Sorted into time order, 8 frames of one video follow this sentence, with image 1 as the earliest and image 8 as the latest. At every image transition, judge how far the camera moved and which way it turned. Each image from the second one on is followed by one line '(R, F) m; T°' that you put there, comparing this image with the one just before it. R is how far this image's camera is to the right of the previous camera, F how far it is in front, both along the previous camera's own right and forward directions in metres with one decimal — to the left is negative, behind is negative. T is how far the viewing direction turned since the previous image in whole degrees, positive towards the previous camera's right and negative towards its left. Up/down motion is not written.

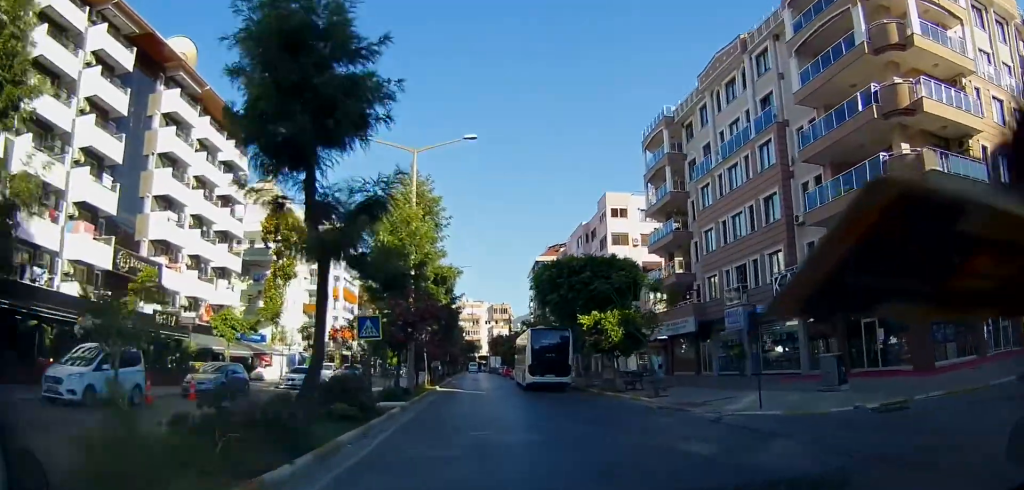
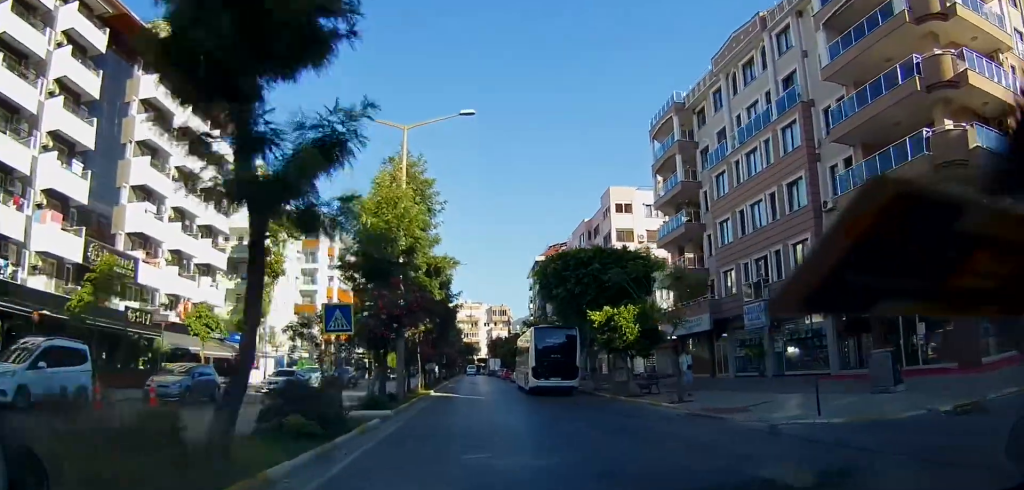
(+0.1, +2.5) m; +2°
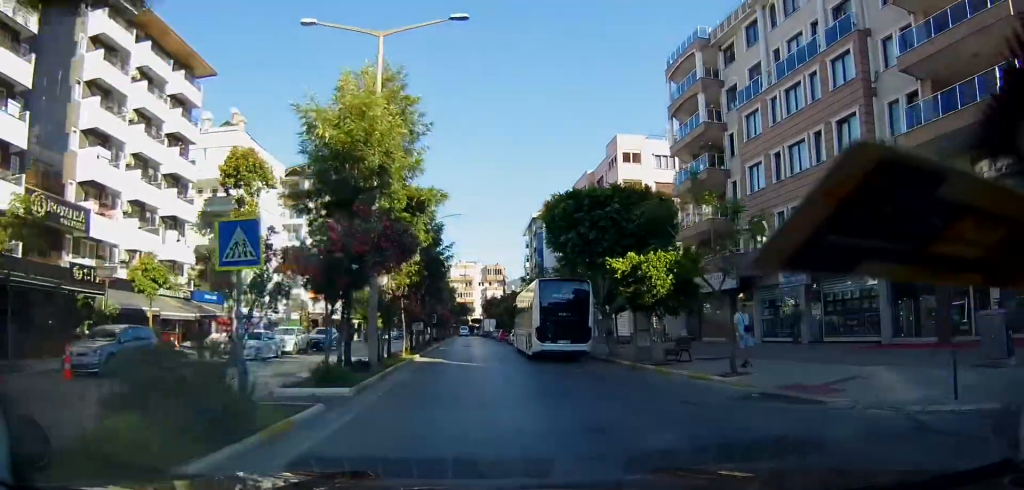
(+0.1, +4.2) m; -1°
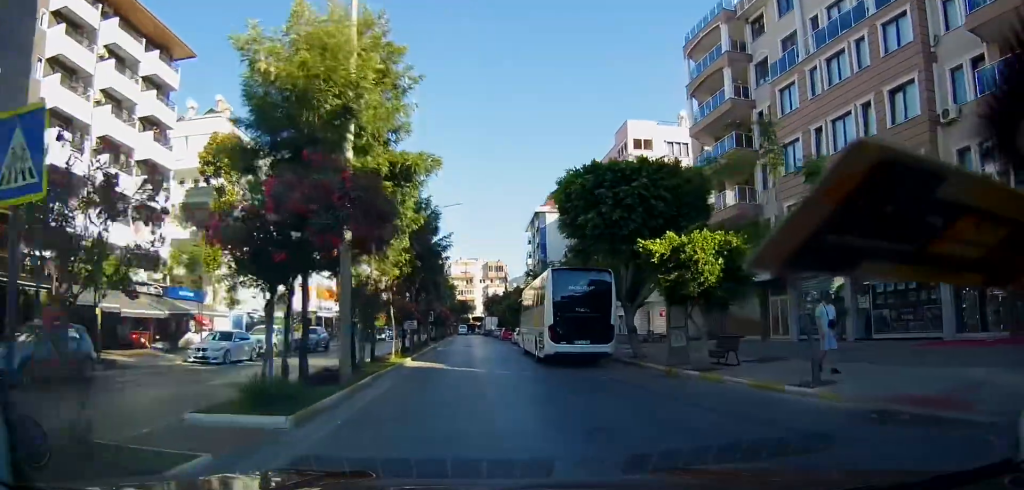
(+0.2, +3.4) m; -2°
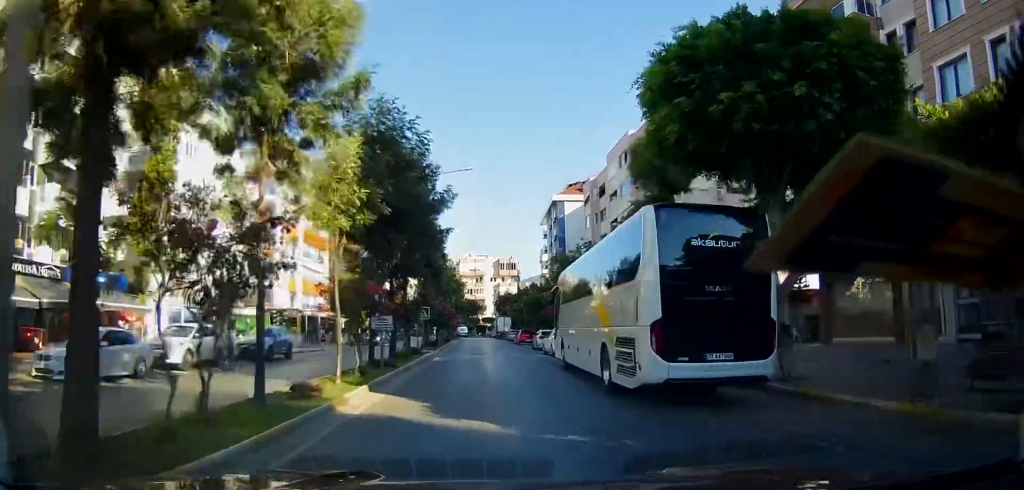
(-0.7, +9.8) m; +2°
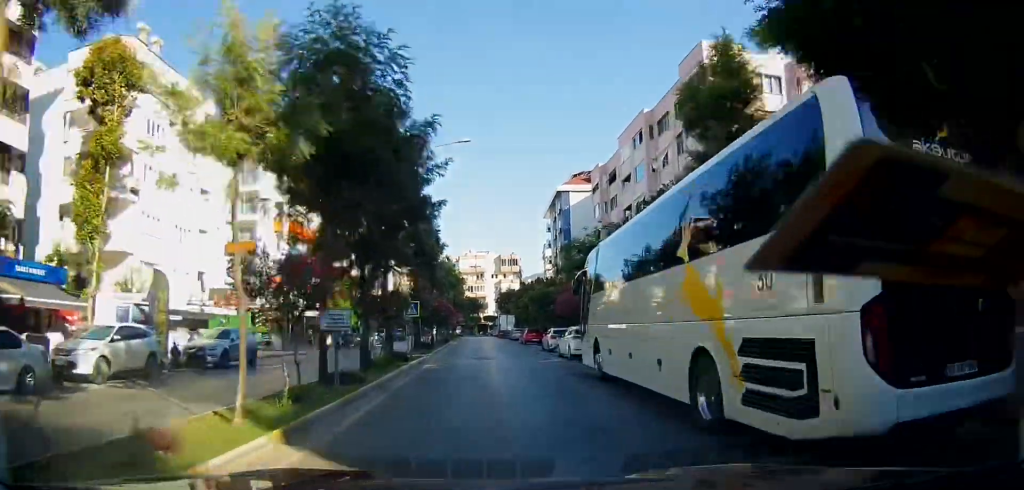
(+0.6, +5.1) m; +2°
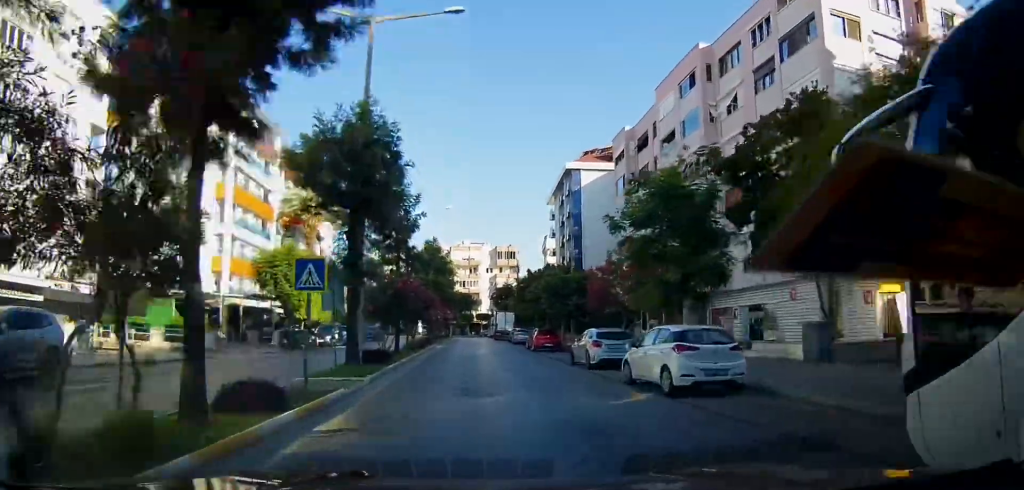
(-0.2, +12.7) m; +1°
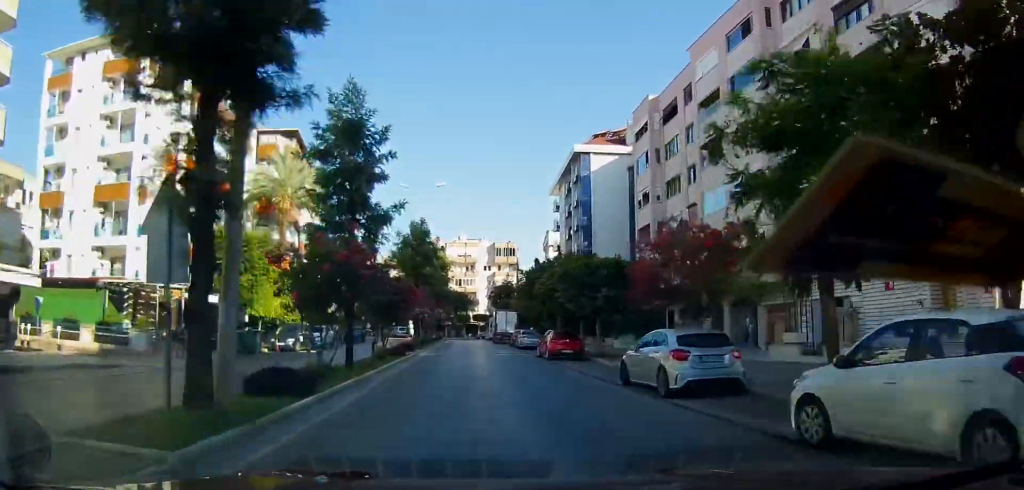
(+0.5, +8.0) m; 0°
